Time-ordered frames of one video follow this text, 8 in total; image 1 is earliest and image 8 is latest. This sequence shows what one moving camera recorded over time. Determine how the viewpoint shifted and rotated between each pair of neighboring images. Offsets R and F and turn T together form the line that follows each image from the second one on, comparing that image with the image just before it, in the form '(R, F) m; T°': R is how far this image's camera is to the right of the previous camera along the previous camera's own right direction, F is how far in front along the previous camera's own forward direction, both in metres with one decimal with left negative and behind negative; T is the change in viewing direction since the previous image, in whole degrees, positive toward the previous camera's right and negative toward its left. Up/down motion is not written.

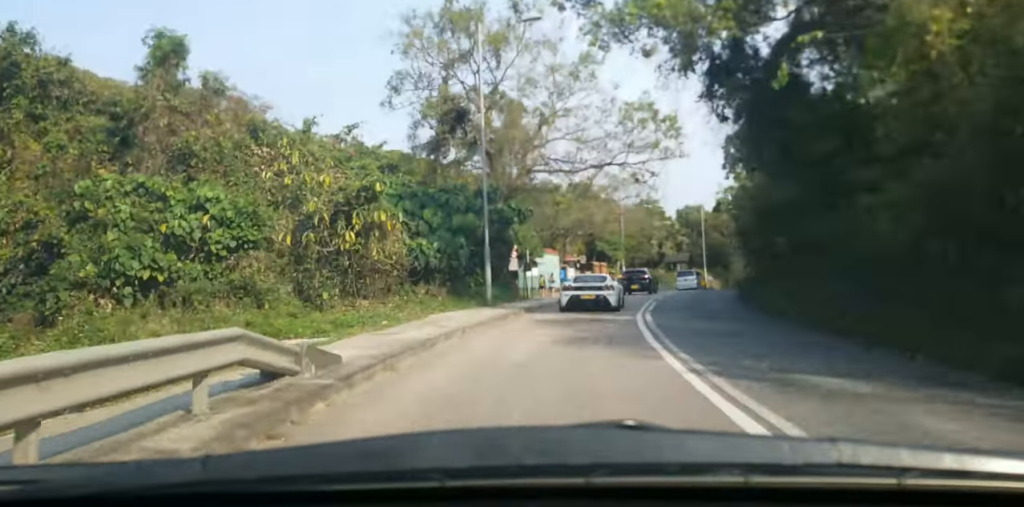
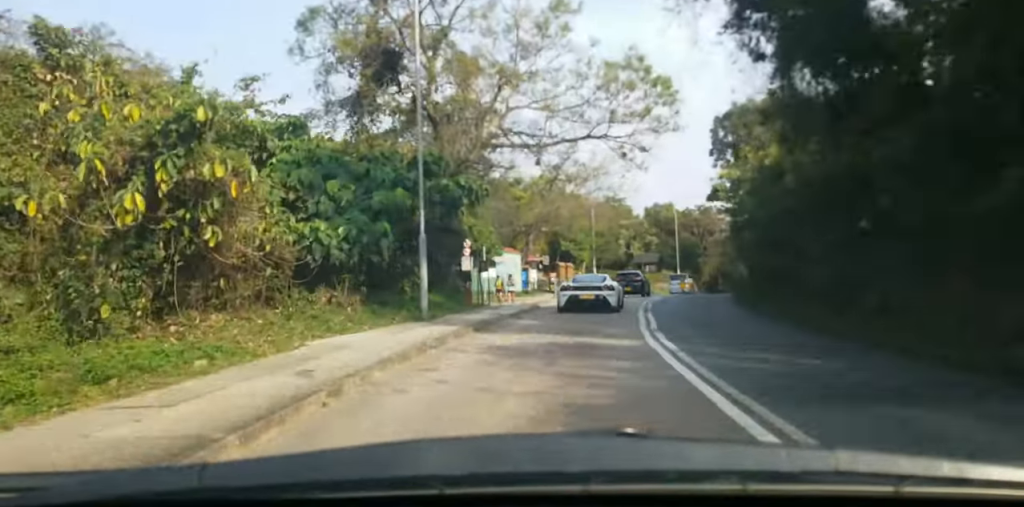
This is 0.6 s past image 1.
(+0.2, +7.8) m; +3°
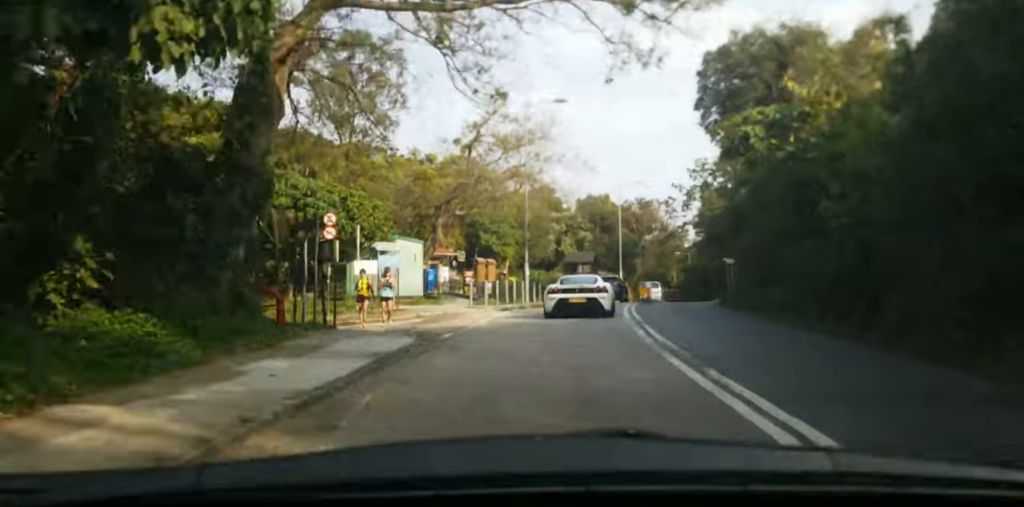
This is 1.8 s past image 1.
(+0.7, +14.3) m; +5°
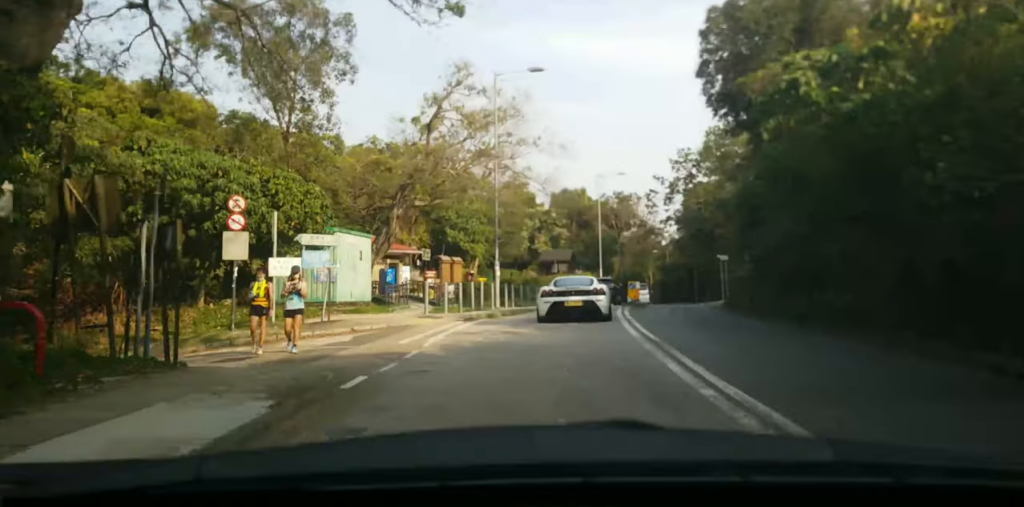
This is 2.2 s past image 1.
(+0.1, +6.3) m; +2°
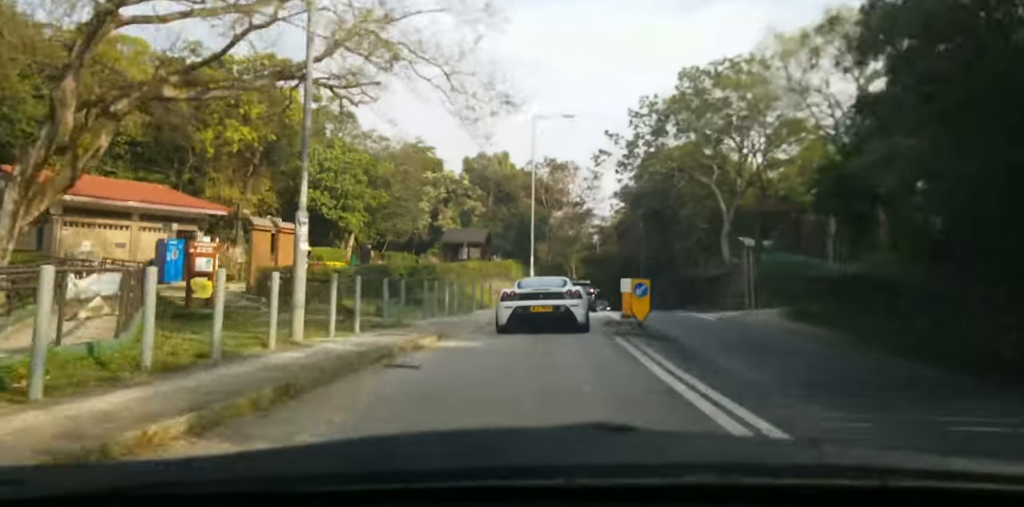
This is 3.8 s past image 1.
(+1.4, +20.7) m; +8°
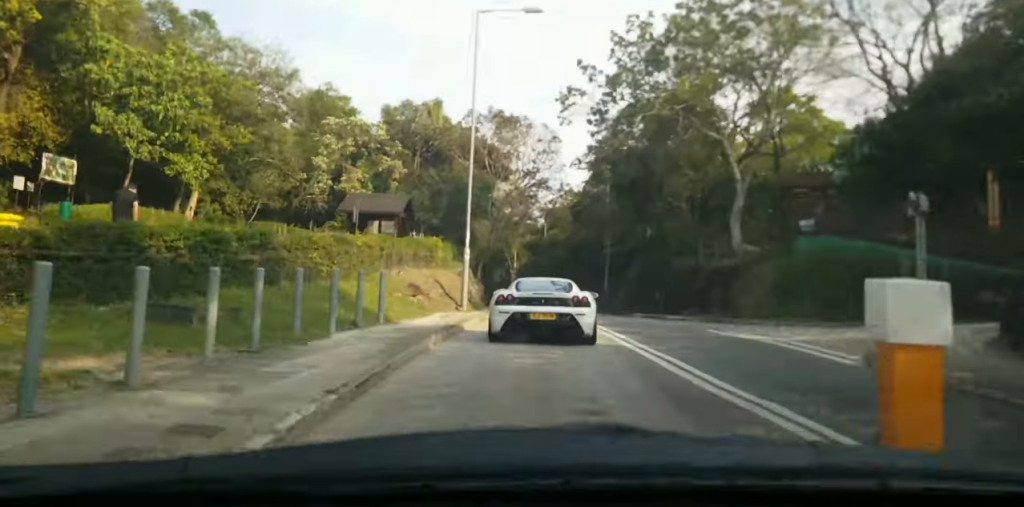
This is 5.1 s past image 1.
(+0.8, +16.5) m; +4°
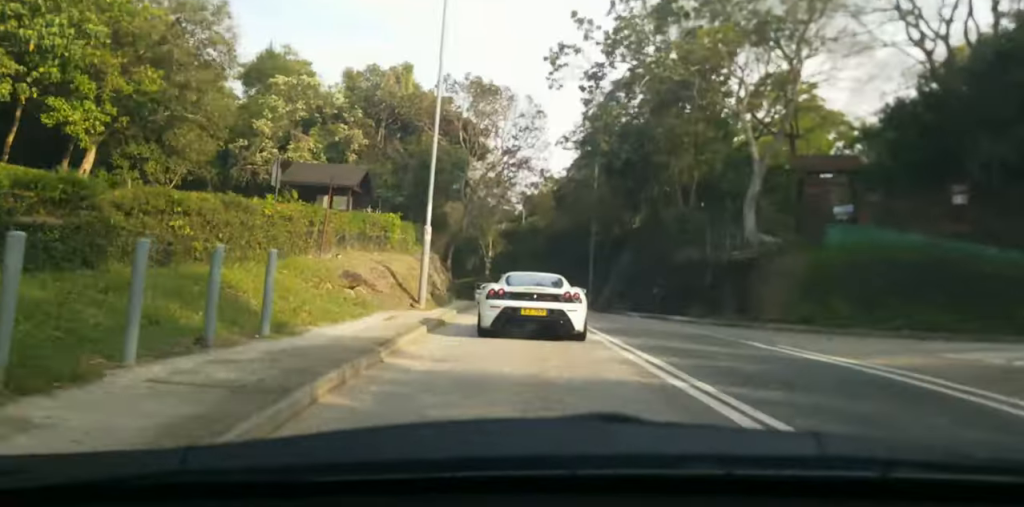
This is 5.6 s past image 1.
(0.0, +6.9) m; 0°
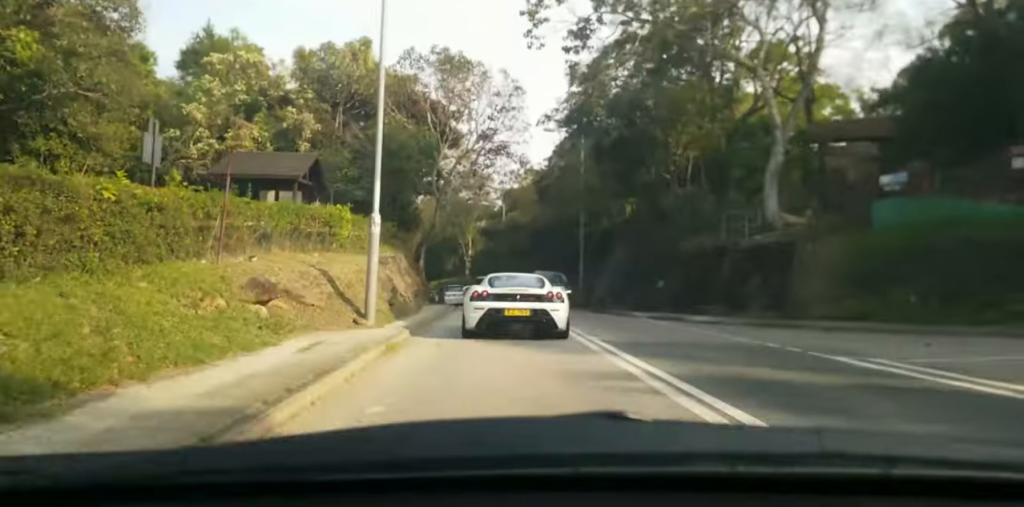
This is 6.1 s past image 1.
(0.0, +5.7) m; 0°
